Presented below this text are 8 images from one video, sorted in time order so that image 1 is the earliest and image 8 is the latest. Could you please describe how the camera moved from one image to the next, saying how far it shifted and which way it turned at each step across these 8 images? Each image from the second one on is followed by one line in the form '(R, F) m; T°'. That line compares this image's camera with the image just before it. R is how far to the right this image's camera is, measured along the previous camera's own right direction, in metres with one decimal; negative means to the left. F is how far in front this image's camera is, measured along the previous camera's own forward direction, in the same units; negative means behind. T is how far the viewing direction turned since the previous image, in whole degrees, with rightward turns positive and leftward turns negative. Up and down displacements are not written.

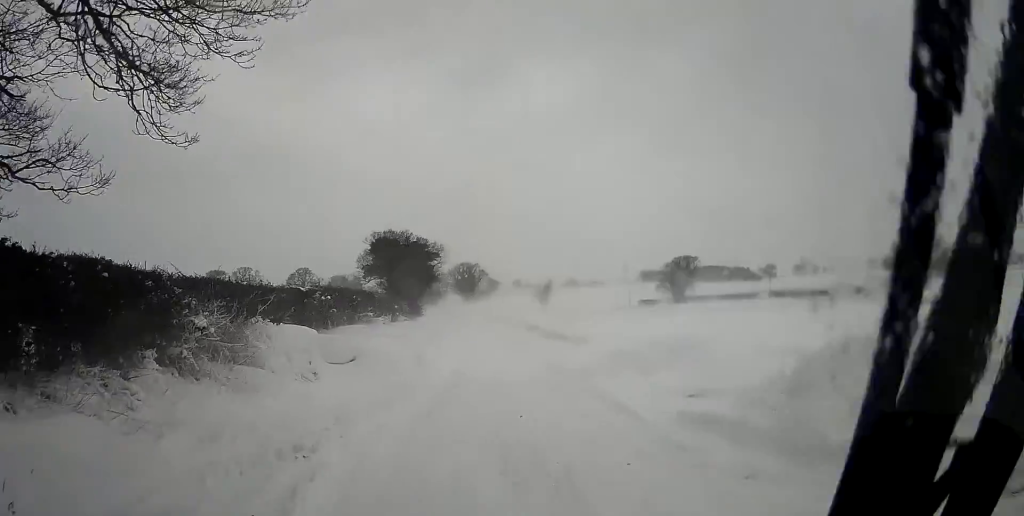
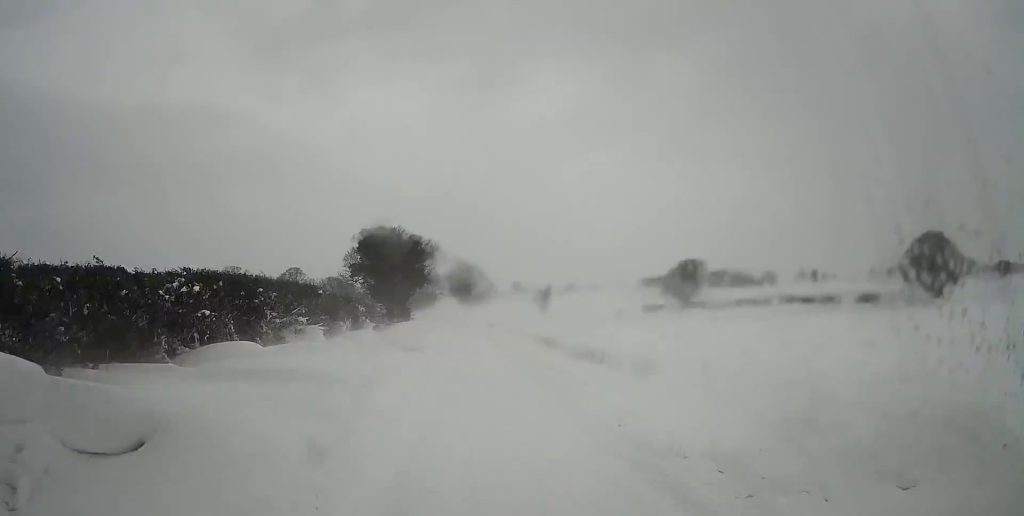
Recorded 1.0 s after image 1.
(-0.1, +10.0) m; -1°
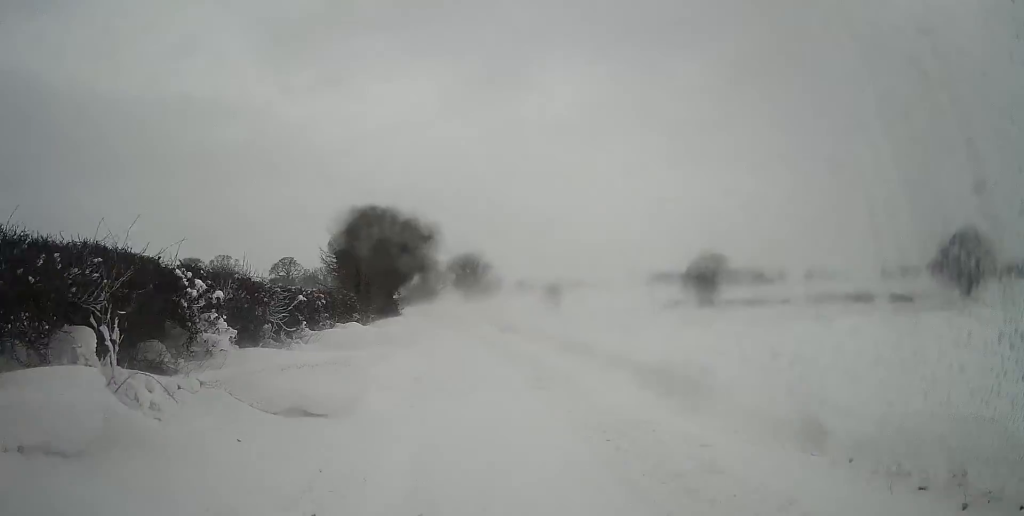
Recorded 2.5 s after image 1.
(0.0, +15.5) m; +1°
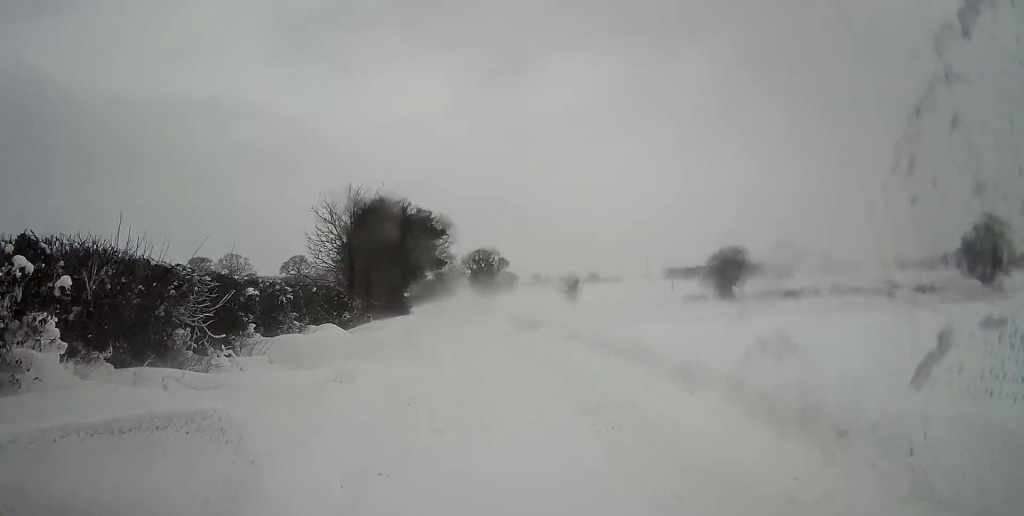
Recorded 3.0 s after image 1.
(+0.1, +4.8) m; -1°
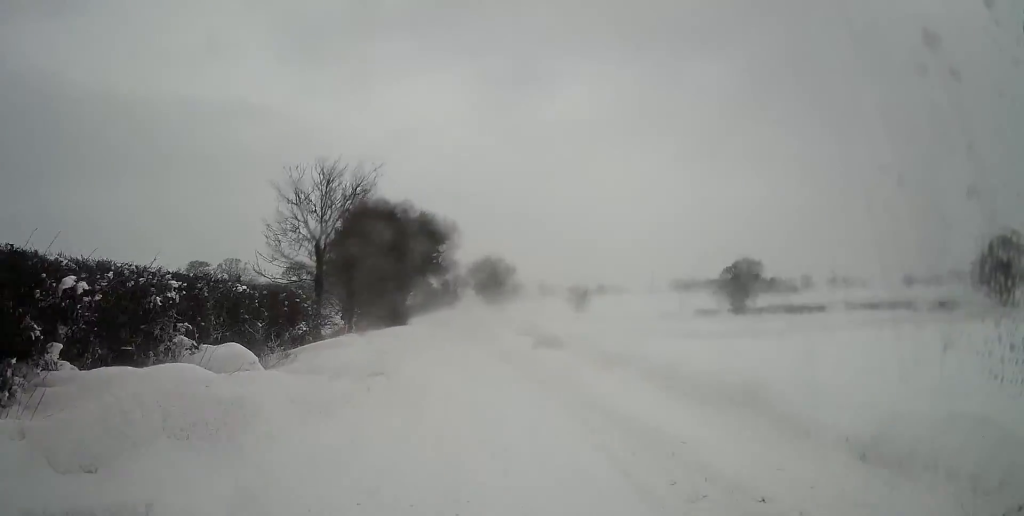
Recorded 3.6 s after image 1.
(0.0, +5.9) m; -1°
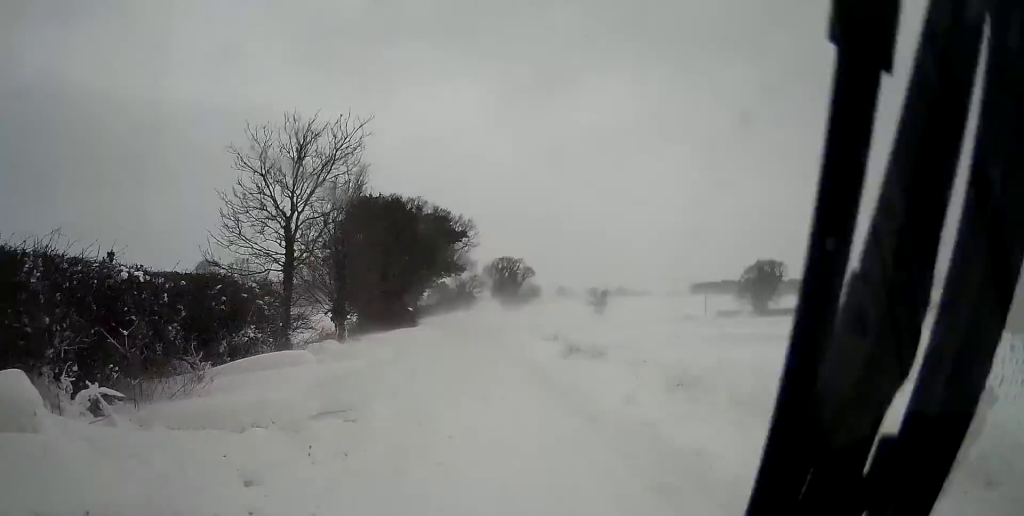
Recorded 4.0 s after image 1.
(-0.2, +4.3) m; 0°
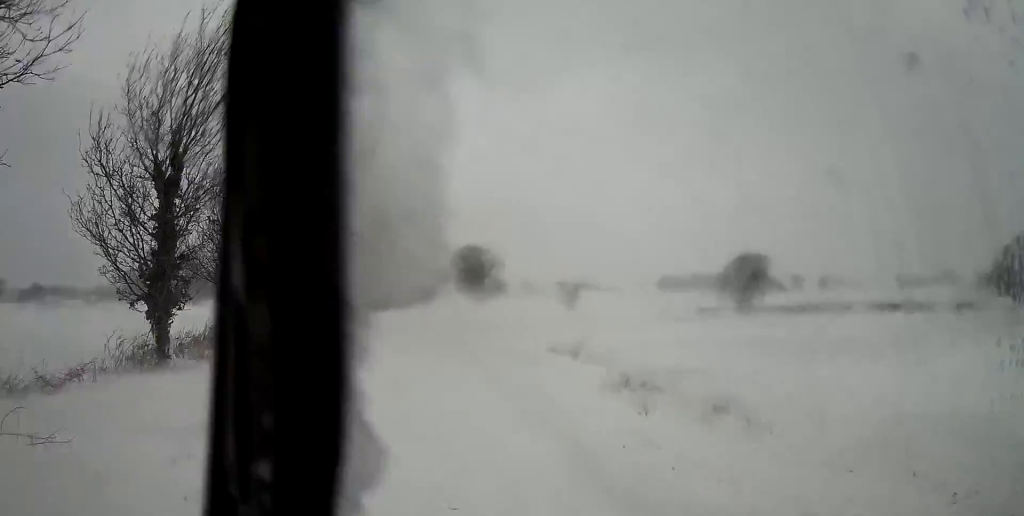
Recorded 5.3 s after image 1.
(0.0, +12.0) m; -1°
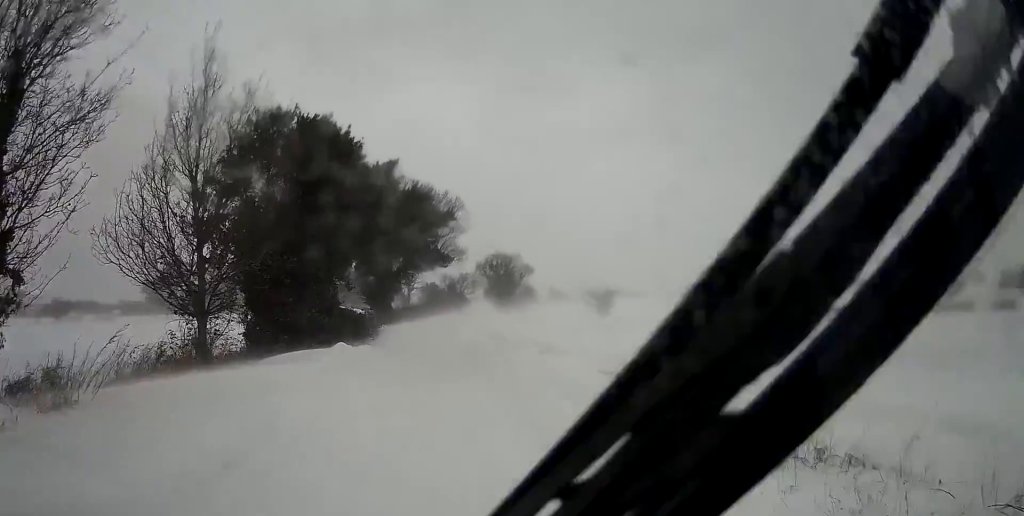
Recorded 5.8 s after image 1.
(-0.1, +5.1) m; -2°
